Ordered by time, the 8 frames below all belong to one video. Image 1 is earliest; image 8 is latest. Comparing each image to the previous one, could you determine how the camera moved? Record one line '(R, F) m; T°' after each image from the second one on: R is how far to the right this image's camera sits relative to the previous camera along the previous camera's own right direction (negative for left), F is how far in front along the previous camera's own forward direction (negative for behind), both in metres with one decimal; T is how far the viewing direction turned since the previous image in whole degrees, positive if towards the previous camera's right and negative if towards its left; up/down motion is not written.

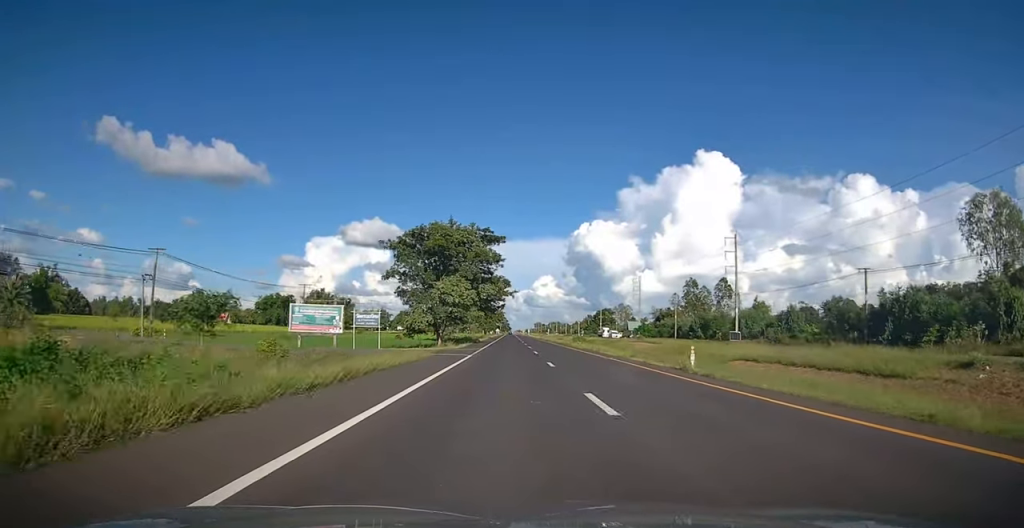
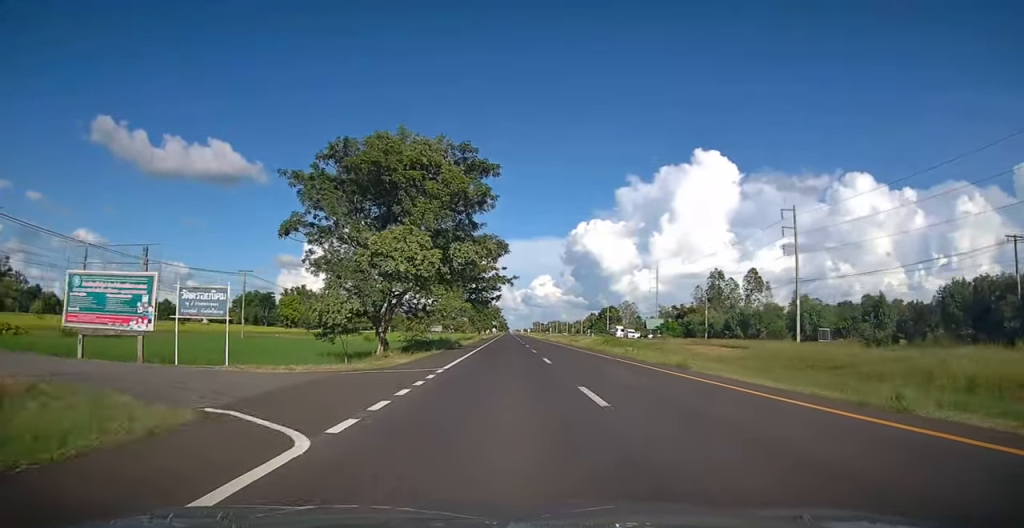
(+0.1, +23.4) m; 0°
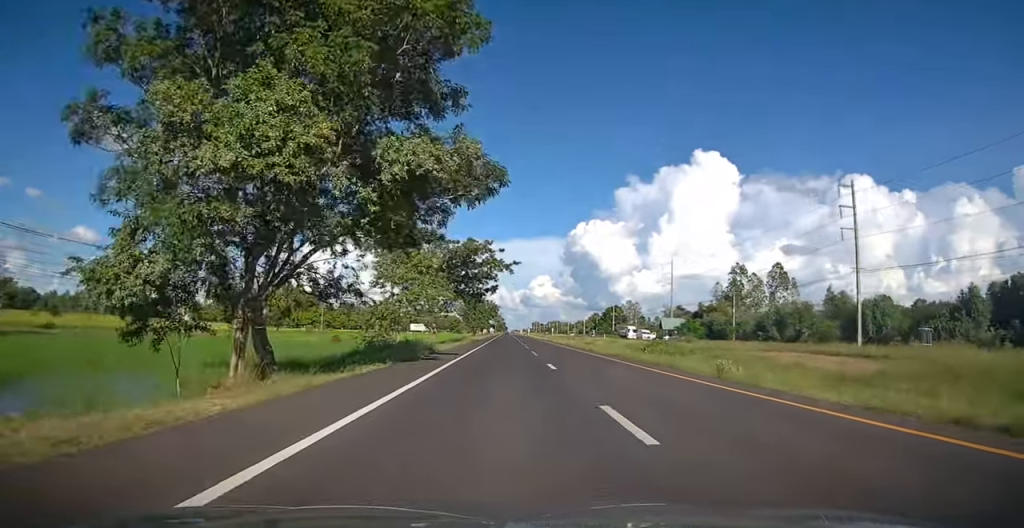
(-0.1, +15.4) m; 0°
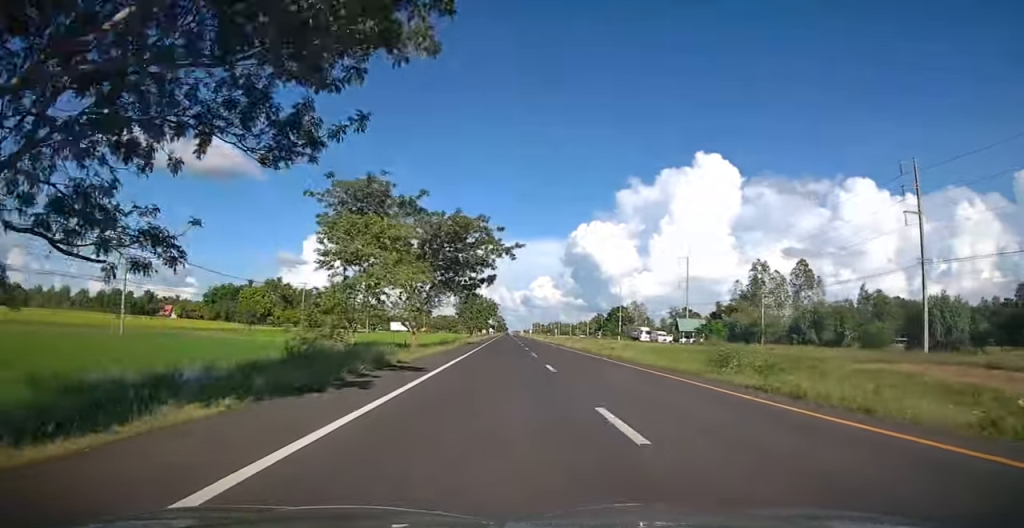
(0.0, +11.7) m; 0°
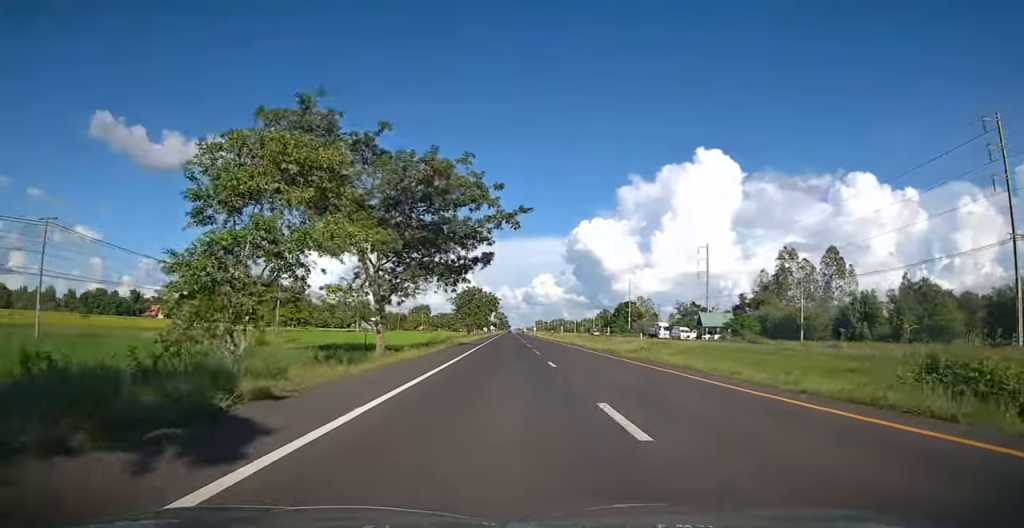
(+0.1, +12.1) m; 0°
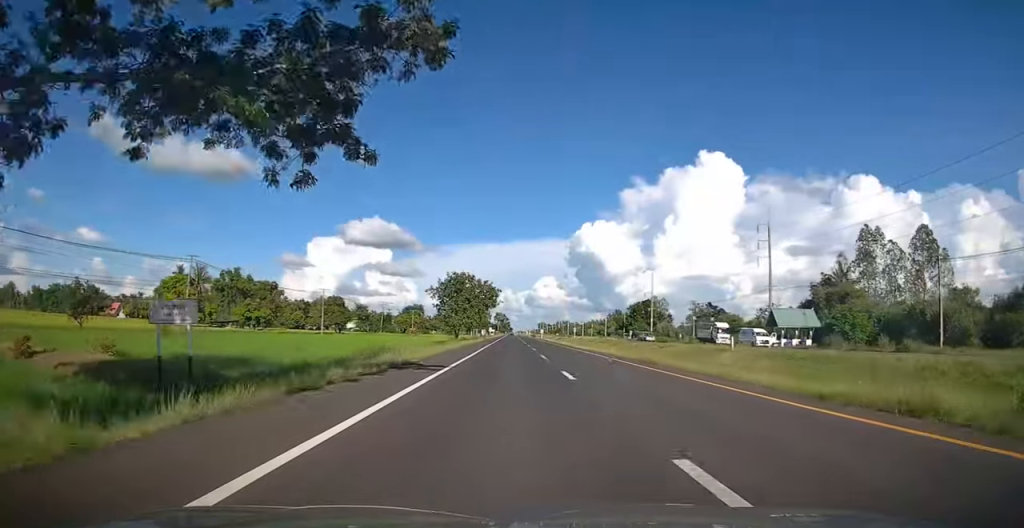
(-0.2, +27.9) m; -1°
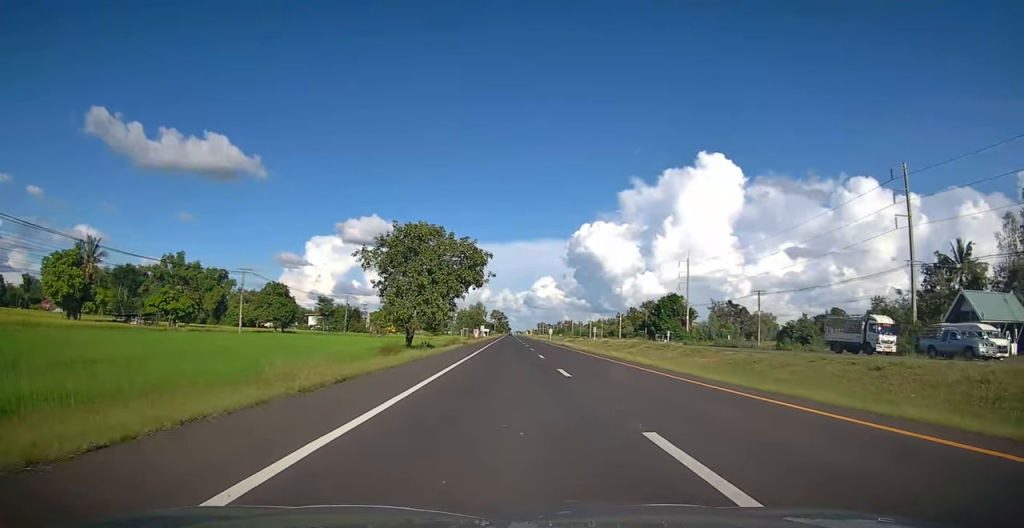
(+0.1, +34.3) m; +1°
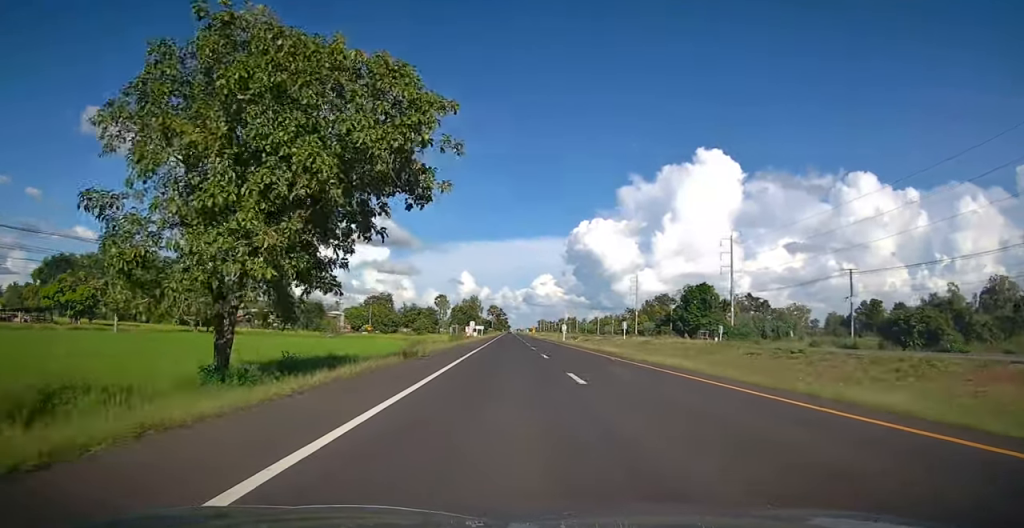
(+0.1, +27.1) m; 0°
